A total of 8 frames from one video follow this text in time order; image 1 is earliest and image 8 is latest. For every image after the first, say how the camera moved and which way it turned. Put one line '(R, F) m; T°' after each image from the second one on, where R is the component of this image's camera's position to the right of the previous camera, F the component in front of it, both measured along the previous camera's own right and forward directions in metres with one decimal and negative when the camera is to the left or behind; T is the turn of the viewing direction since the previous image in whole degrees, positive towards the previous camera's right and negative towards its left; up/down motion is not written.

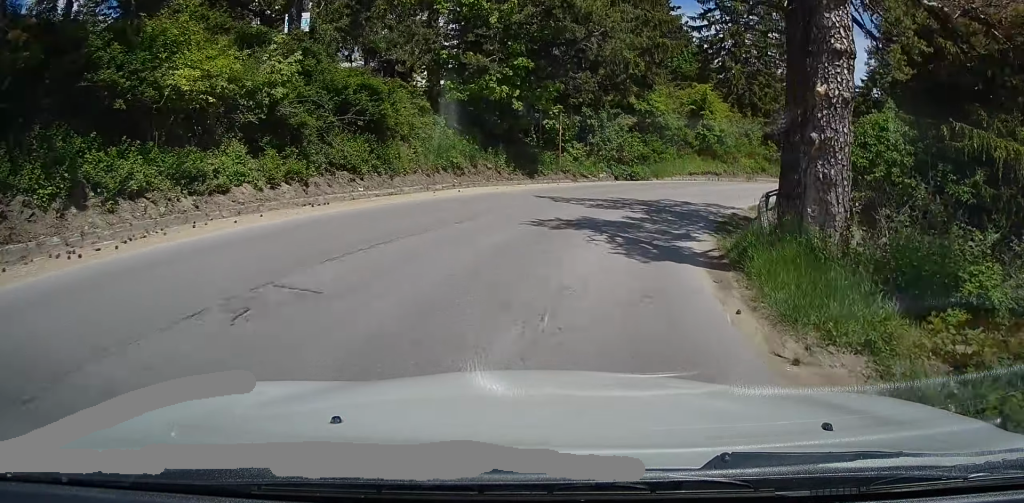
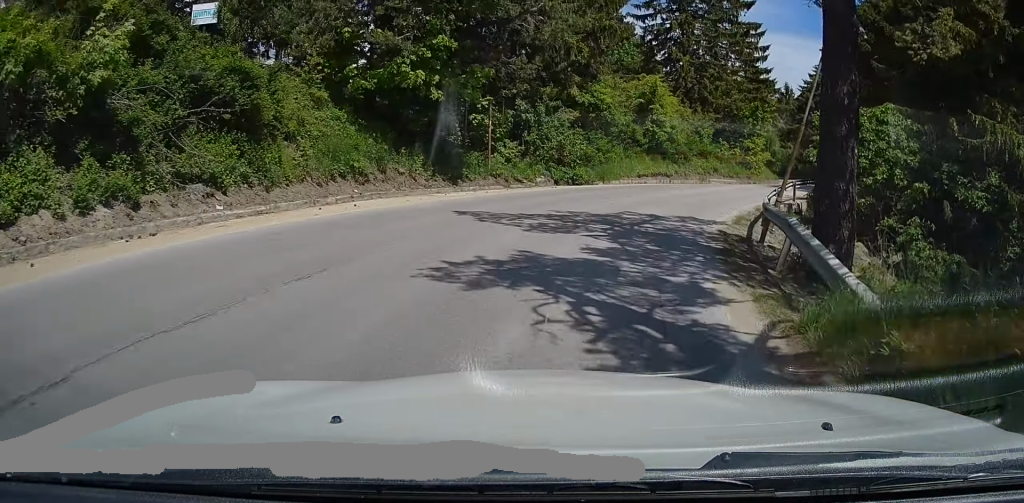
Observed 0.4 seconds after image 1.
(+0.2, +4.4) m; +6°
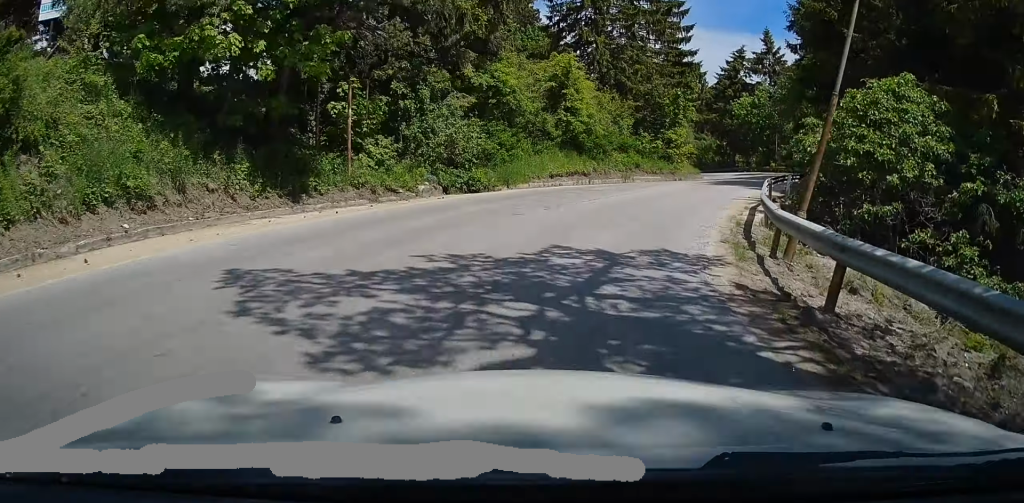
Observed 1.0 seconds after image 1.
(+0.6, +6.2) m; +9°
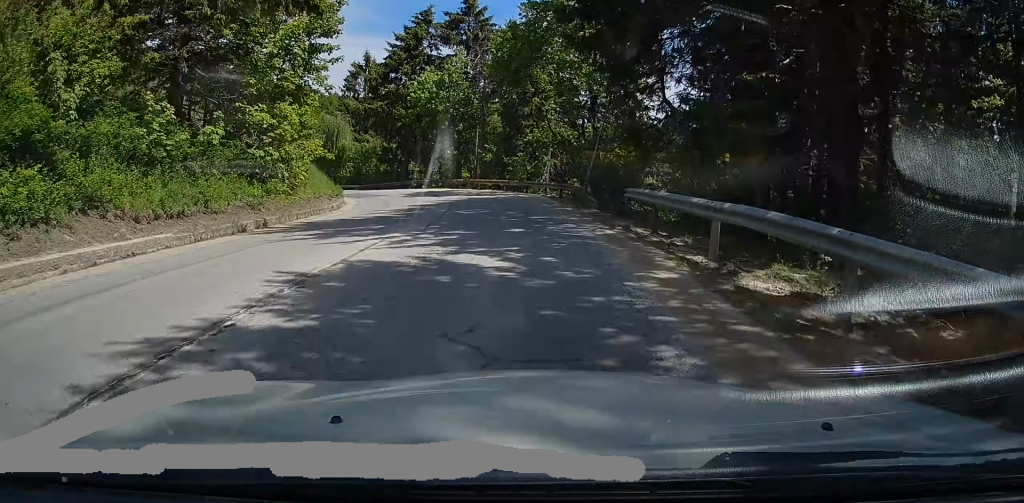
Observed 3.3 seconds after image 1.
(+5.9, +26.0) m; +18°
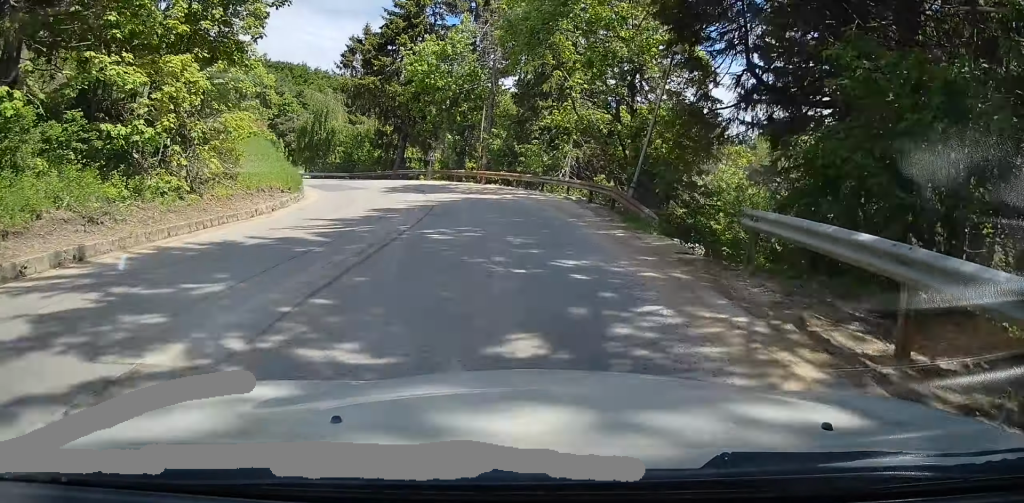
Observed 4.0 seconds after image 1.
(+0.1, +7.7) m; -1°
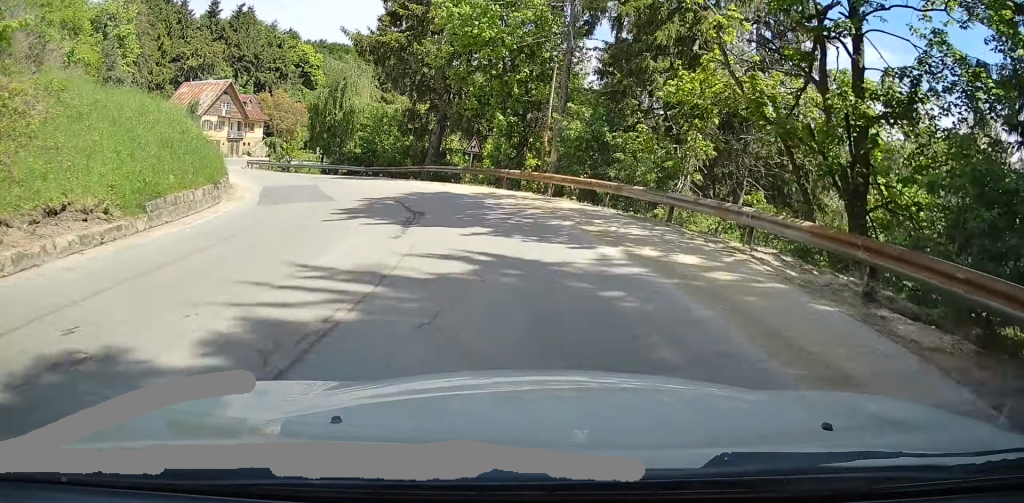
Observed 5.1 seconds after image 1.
(-0.4, +13.4) m; -10°
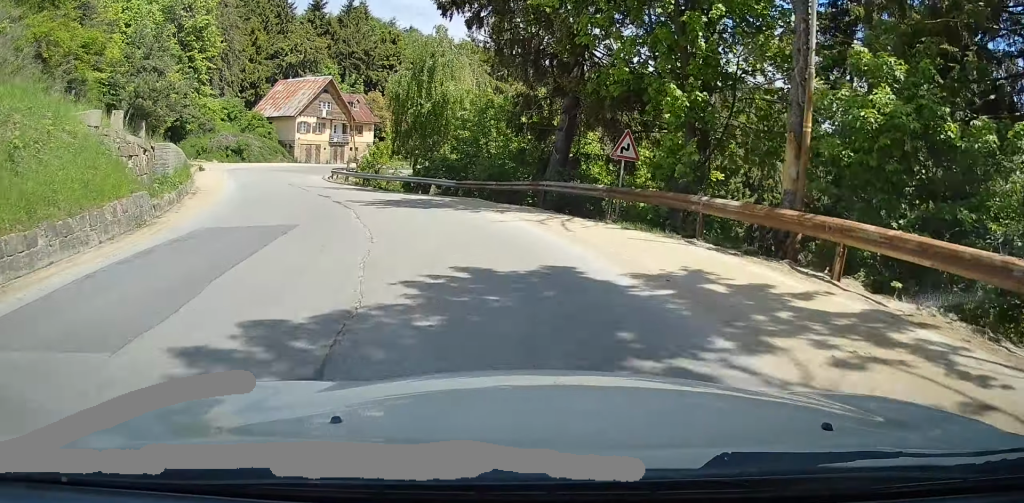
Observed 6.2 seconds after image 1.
(-1.6, +12.1) m; -17°
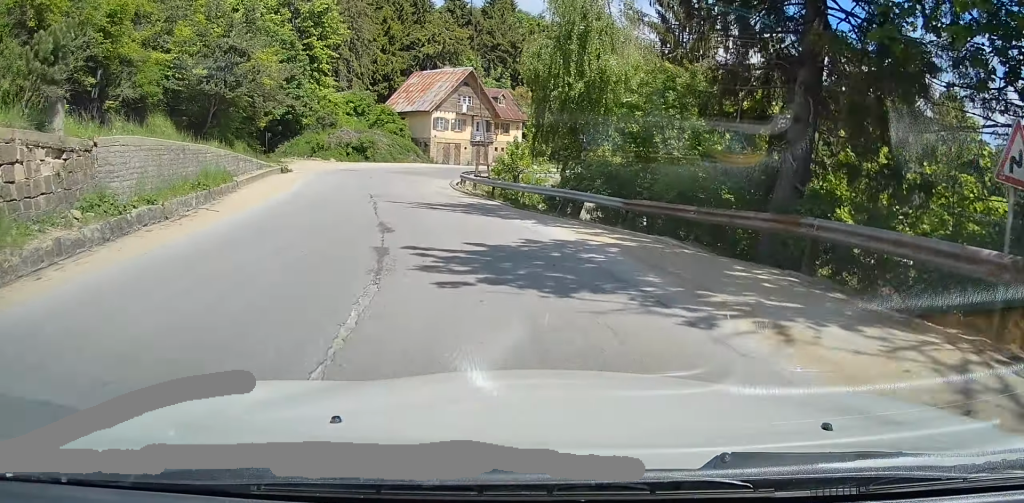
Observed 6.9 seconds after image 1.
(-1.3, +9.1) m; -8°
